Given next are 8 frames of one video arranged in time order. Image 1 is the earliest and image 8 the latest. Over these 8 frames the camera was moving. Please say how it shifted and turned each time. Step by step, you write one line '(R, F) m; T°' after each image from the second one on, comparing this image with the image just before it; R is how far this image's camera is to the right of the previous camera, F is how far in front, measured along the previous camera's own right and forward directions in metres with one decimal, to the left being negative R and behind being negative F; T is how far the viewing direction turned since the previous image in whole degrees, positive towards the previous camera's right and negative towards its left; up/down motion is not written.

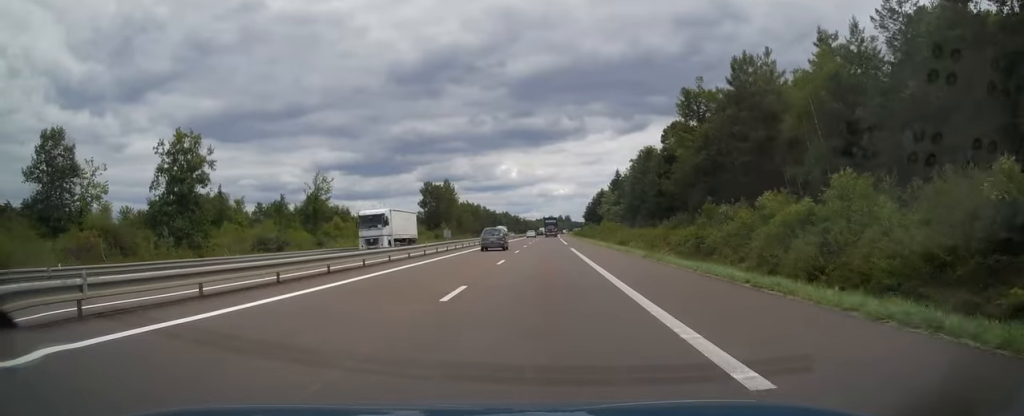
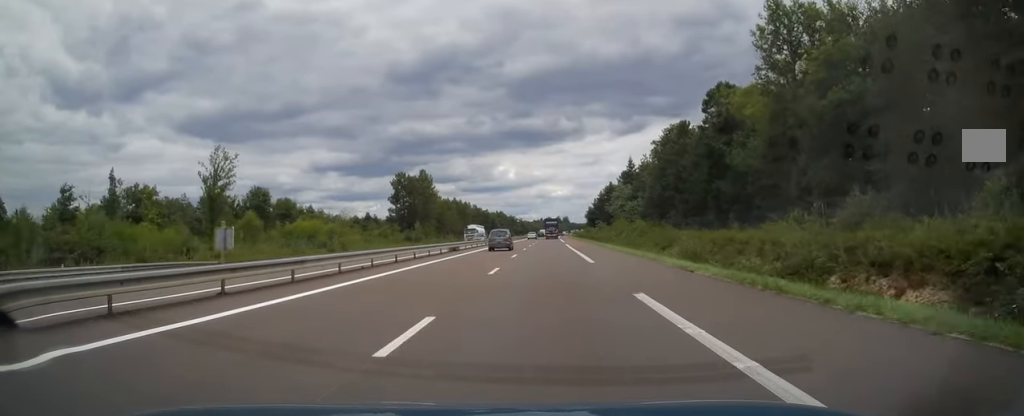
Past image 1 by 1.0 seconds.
(+0.1, +31.1) m; 0°
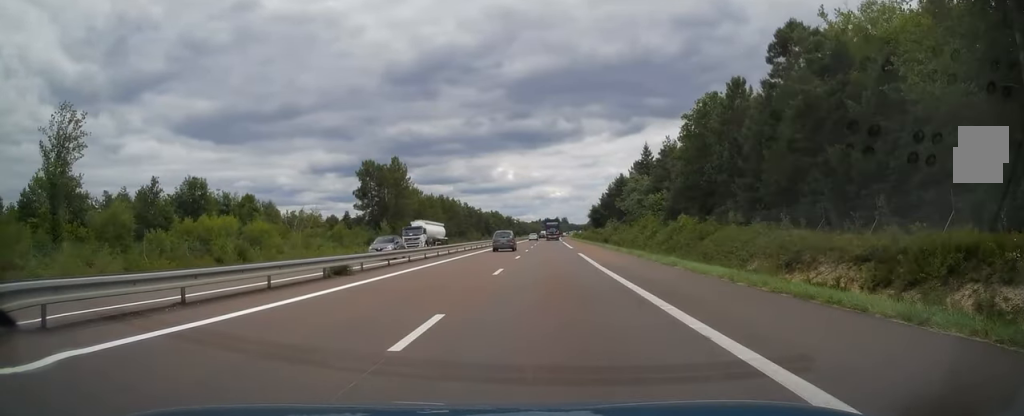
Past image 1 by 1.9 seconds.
(-0.1, +25.4) m; 0°
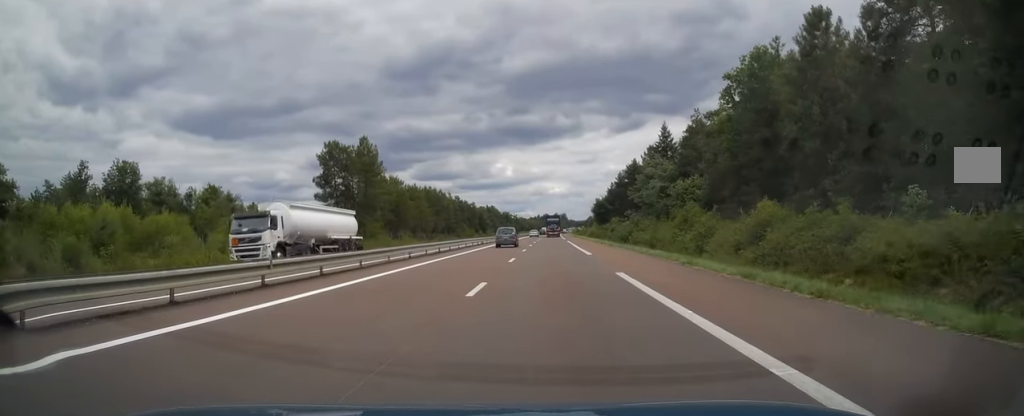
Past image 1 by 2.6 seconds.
(0.0, +20.1) m; 0°
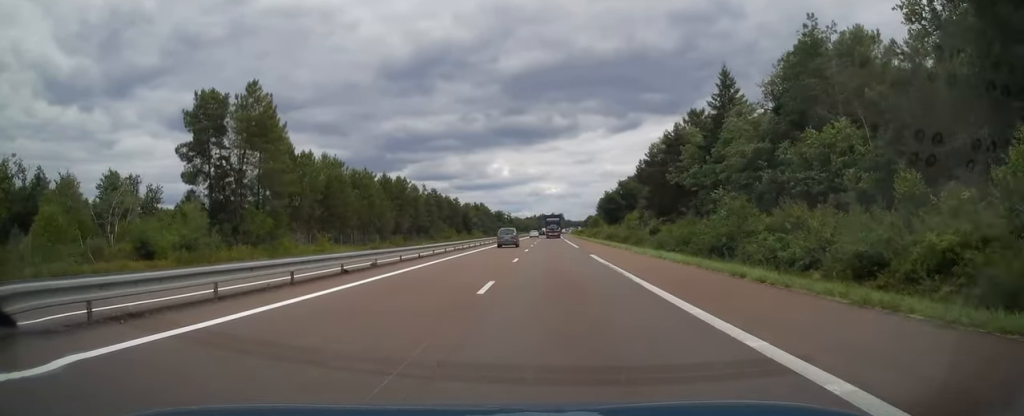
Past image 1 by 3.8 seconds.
(+0.1, +37.9) m; 0°
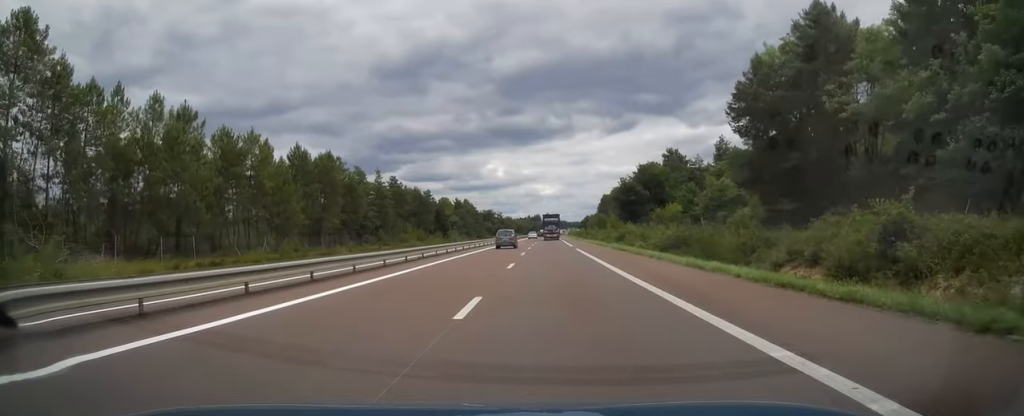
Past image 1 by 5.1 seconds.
(+0.2, +41.8) m; 0°
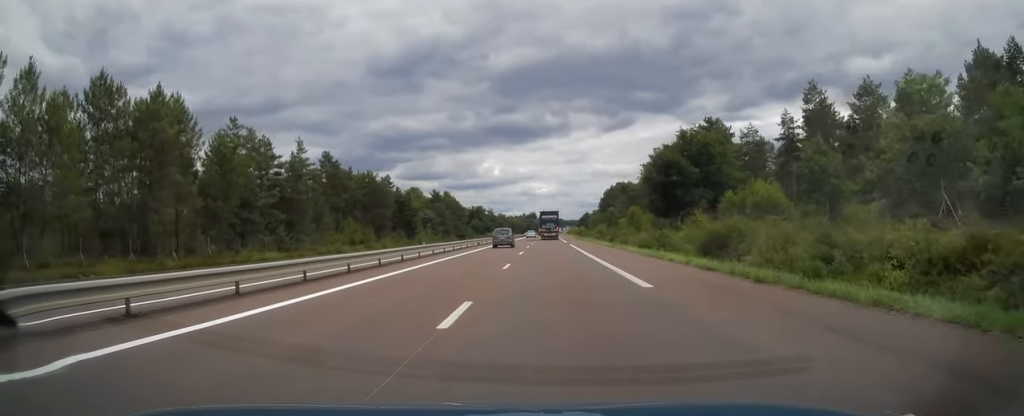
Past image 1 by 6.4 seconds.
(0.0, +39.4) m; 0°
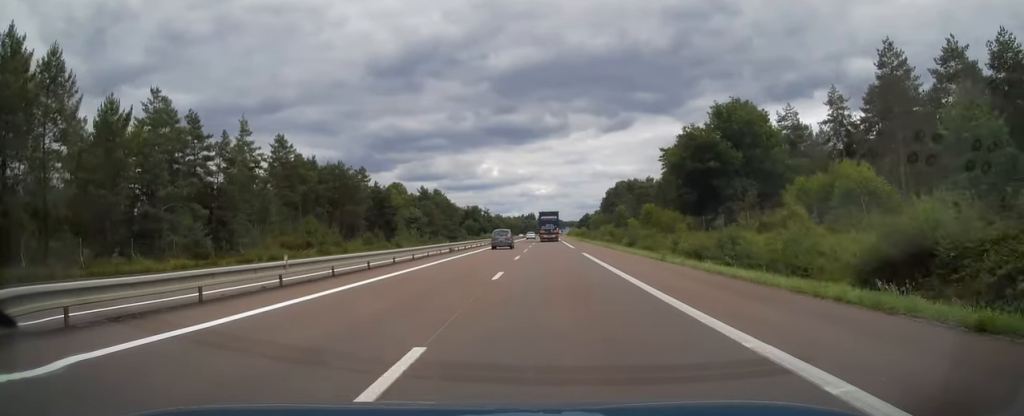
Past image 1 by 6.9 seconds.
(+0.1, +17.4) m; 0°
